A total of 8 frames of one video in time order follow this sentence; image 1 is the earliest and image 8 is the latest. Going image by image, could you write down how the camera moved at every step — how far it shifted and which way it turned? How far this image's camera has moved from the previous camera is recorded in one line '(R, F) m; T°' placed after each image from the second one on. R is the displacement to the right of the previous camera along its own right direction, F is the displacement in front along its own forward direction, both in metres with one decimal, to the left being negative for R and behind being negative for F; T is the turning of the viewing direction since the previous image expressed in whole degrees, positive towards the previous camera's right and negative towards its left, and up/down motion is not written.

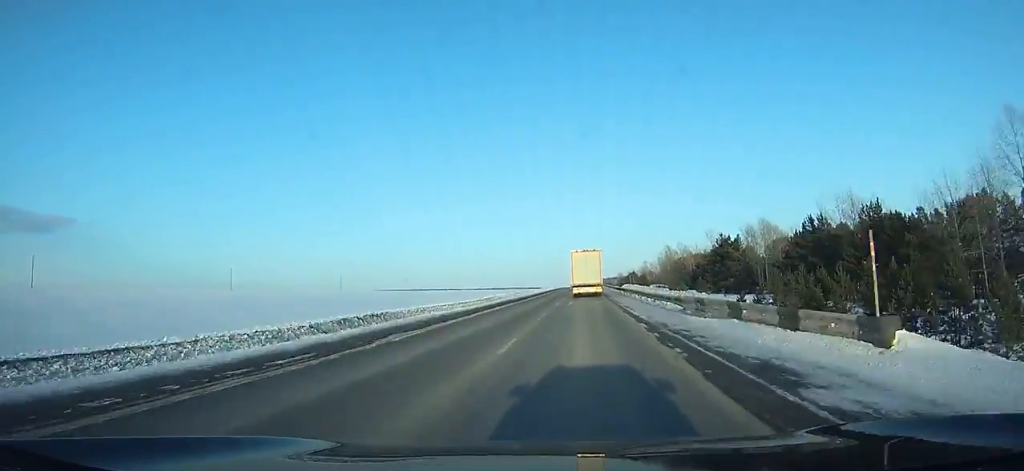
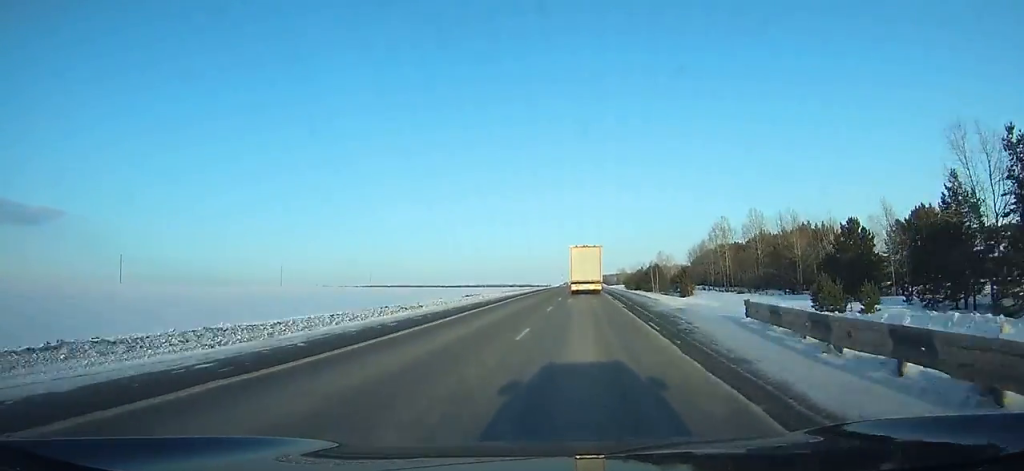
(+0.7, +94.2) m; +1°
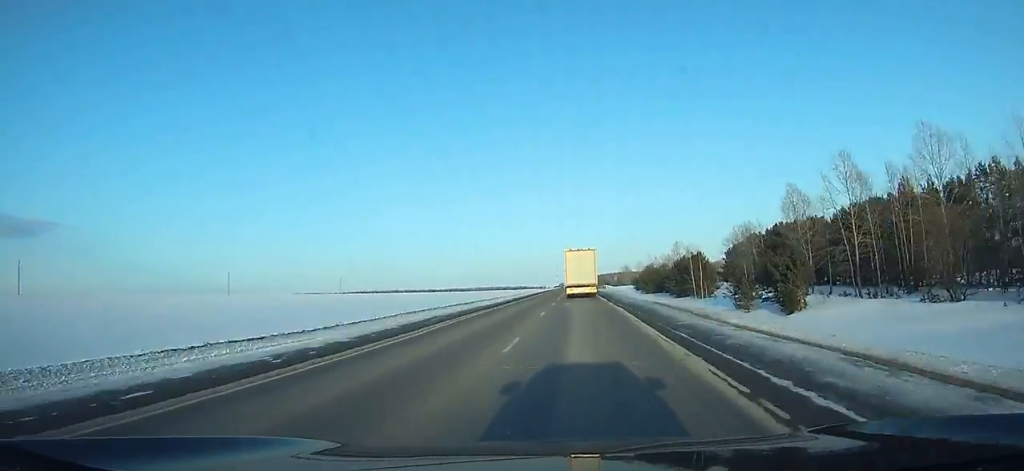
(+0.3, +61.8) m; 0°
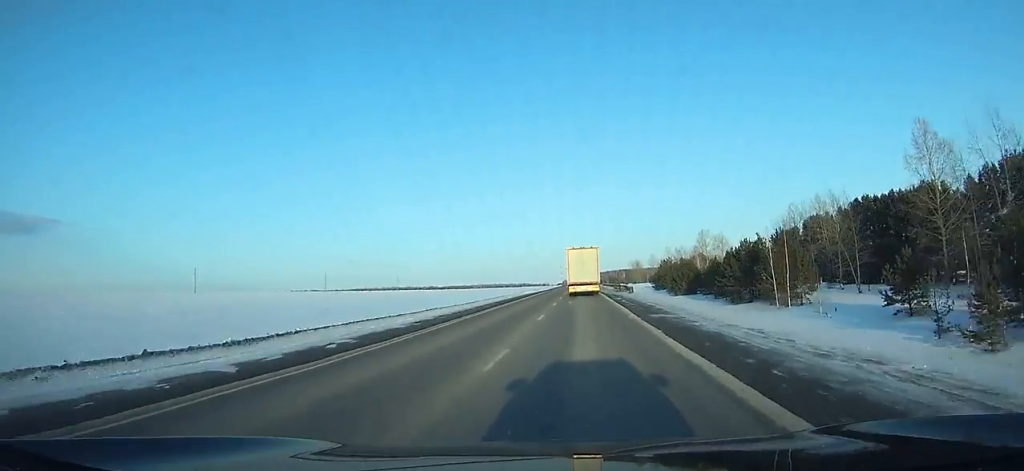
(+0.1, +38.2) m; 0°
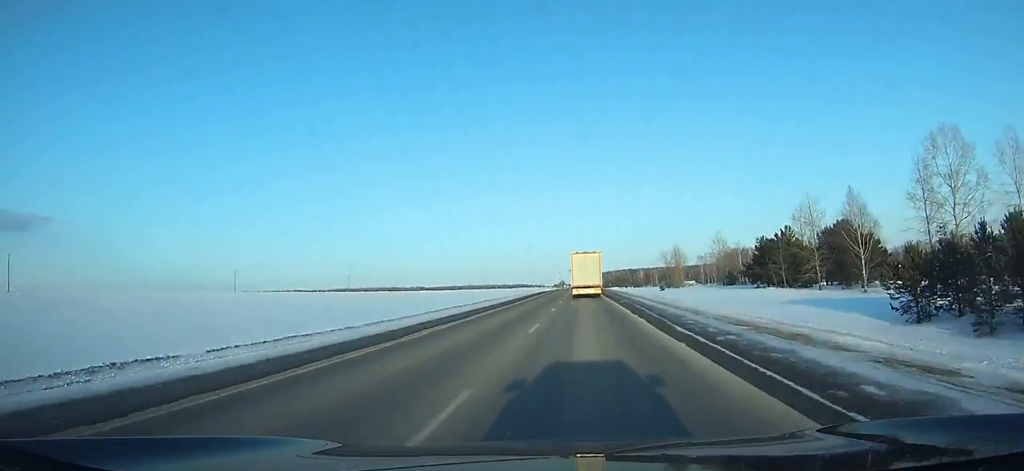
(-0.5, +125.5) m; 0°
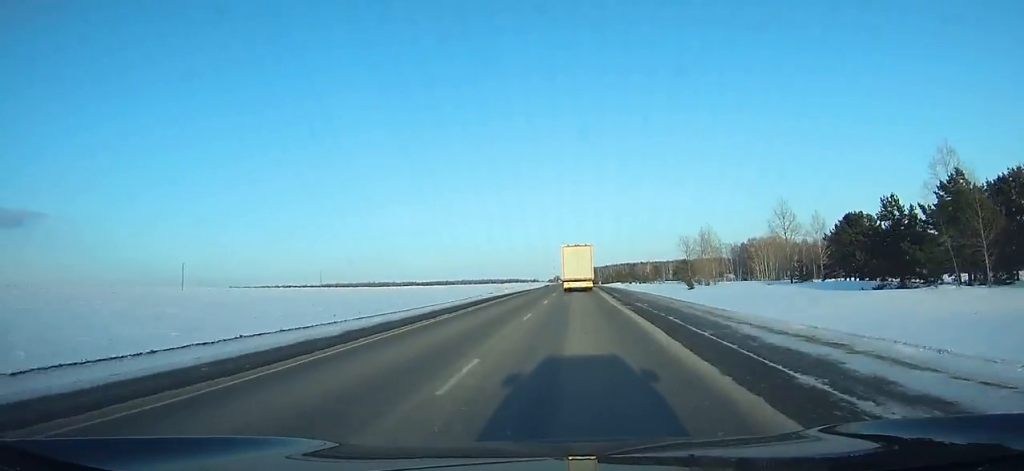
(0.0, +45.0) m; 0°
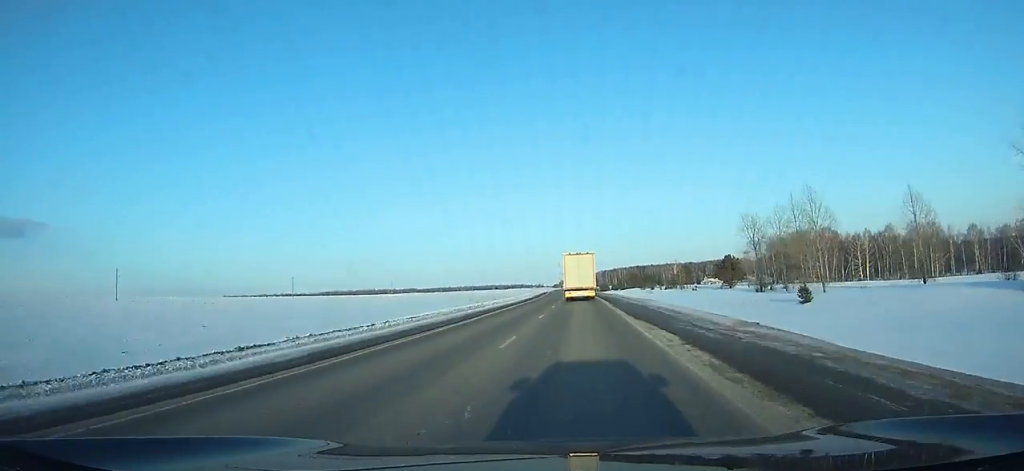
(-0.2, +53.9) m; 0°
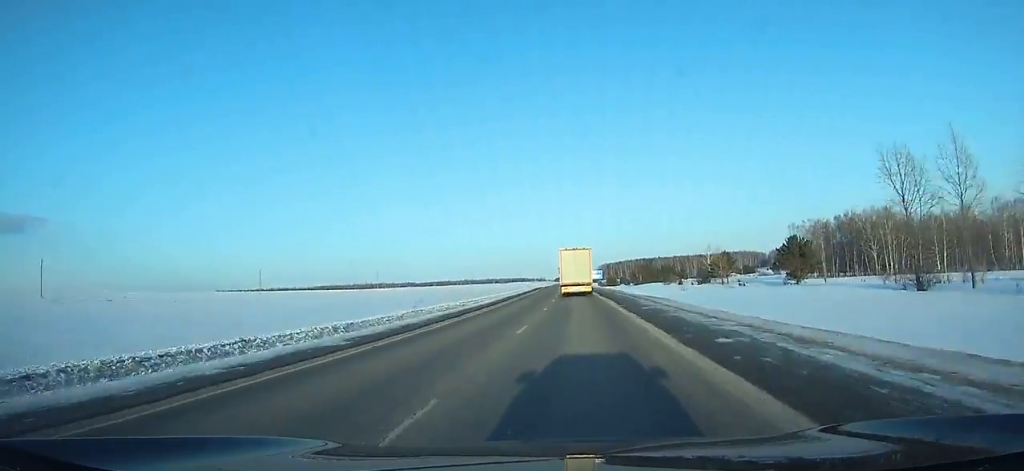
(-0.1, +45.3) m; 0°
